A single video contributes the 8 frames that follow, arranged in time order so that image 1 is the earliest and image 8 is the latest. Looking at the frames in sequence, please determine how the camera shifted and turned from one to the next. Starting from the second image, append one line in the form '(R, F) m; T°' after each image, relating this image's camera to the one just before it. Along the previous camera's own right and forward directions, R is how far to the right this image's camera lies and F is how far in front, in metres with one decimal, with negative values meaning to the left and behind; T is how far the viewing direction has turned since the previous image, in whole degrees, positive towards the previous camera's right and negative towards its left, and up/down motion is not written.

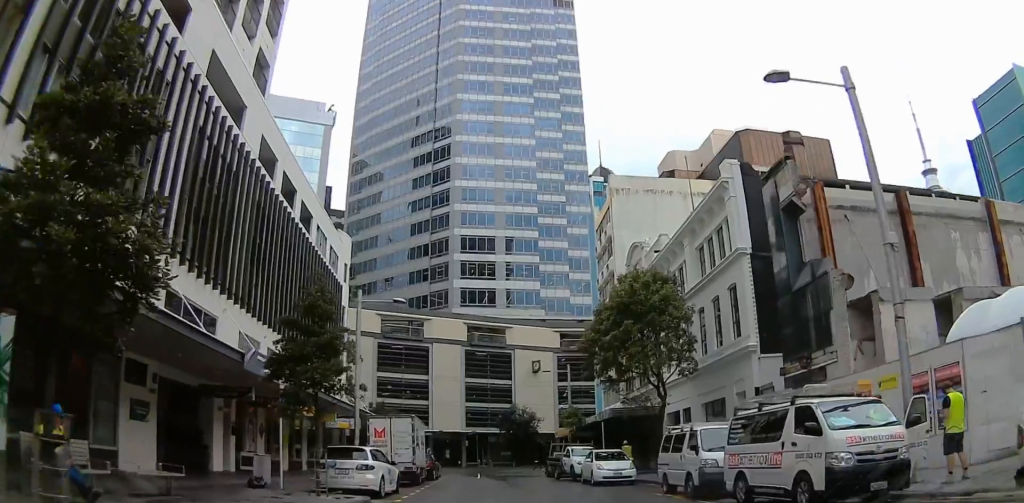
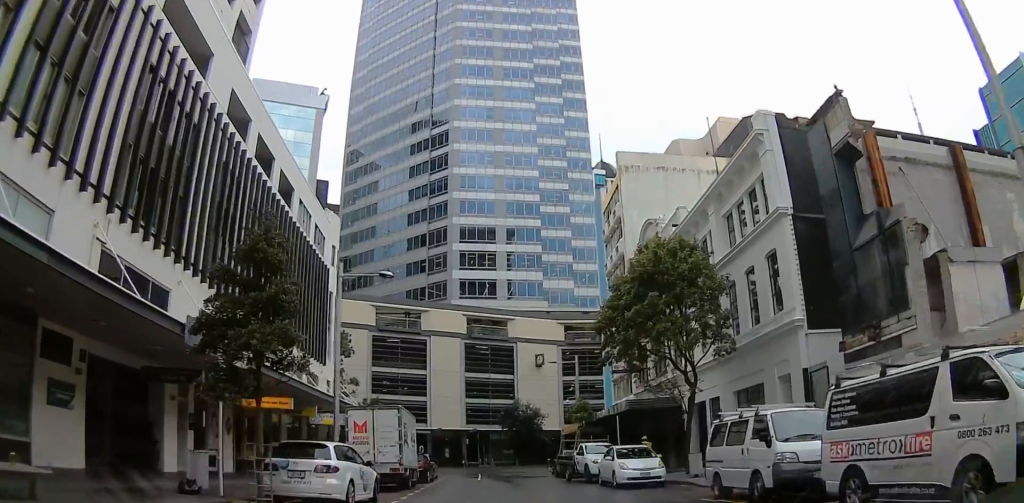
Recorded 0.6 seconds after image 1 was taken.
(0.0, +4.5) m; -1°
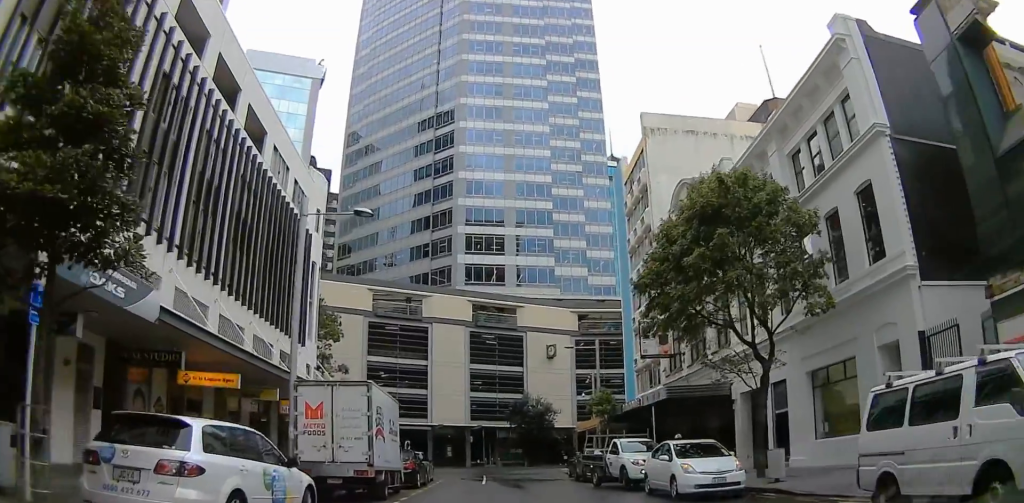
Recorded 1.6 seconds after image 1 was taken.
(-0.2, +6.6) m; -3°
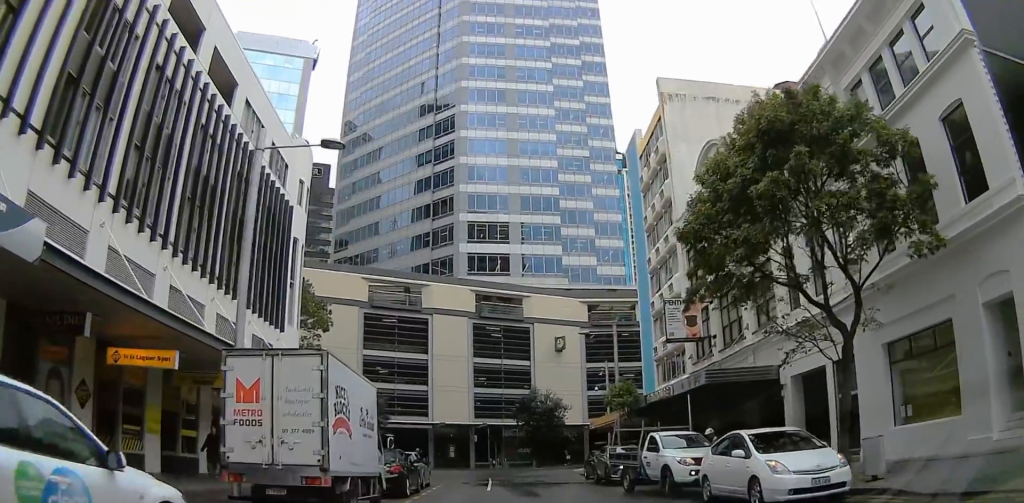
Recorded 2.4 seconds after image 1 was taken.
(-0.1, +4.7) m; -1°
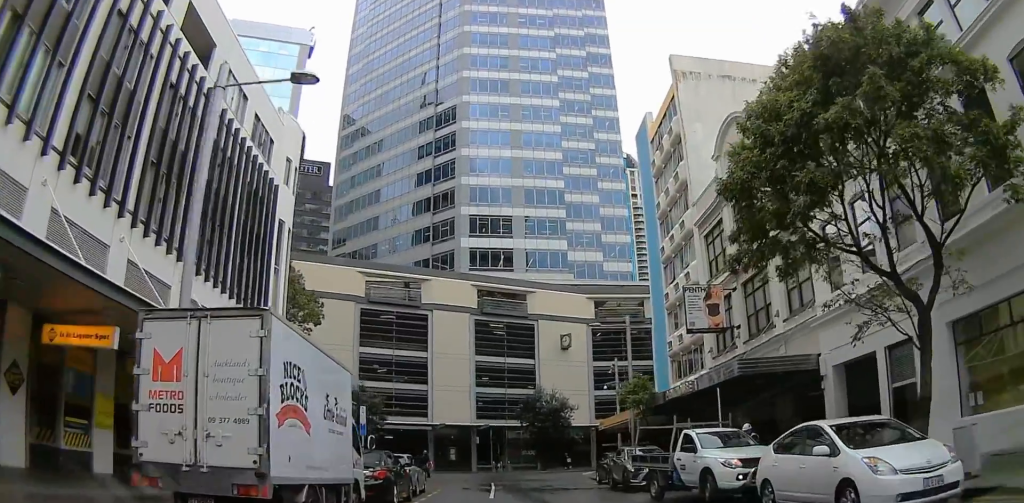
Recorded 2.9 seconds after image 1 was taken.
(0.0, +3.5) m; 0°
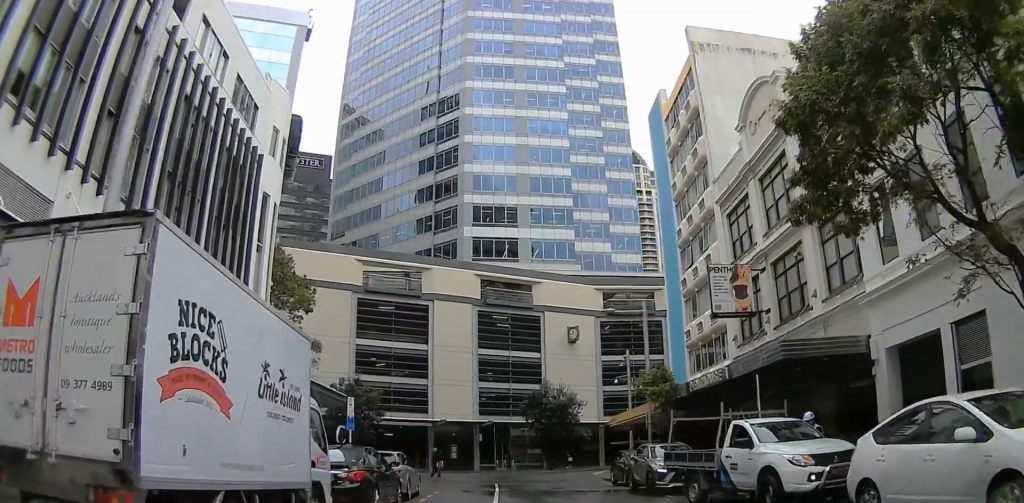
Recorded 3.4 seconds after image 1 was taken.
(0.0, +3.6) m; 0°
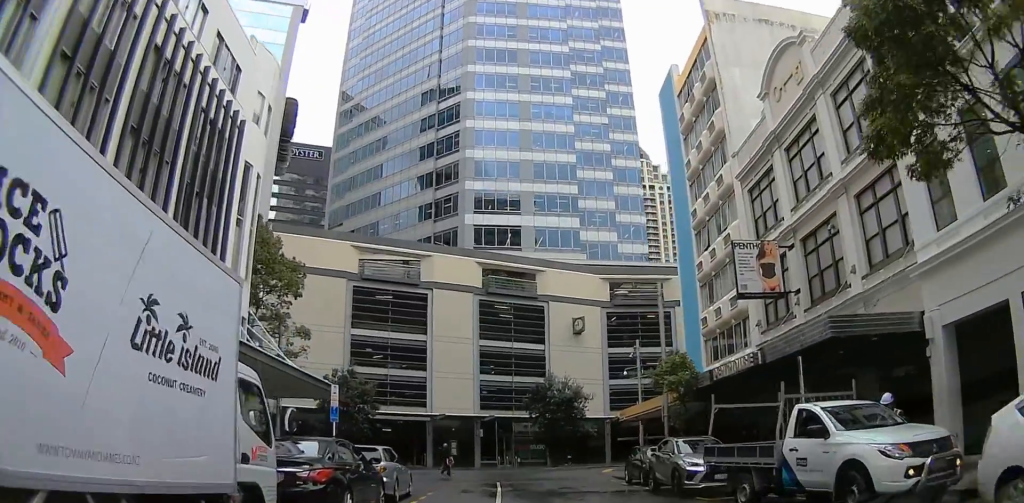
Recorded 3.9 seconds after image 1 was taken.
(0.0, +3.1) m; -1°
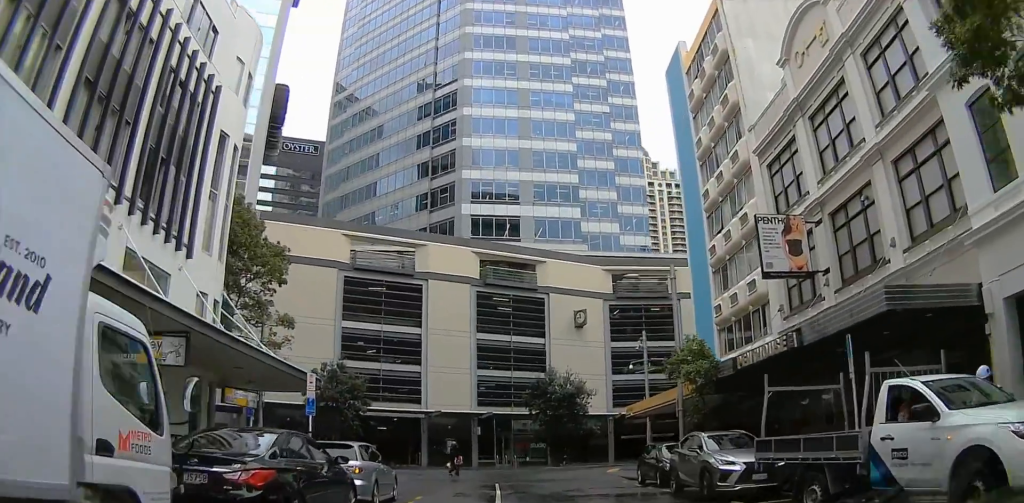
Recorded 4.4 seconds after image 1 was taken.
(0.0, +2.9) m; -1°
